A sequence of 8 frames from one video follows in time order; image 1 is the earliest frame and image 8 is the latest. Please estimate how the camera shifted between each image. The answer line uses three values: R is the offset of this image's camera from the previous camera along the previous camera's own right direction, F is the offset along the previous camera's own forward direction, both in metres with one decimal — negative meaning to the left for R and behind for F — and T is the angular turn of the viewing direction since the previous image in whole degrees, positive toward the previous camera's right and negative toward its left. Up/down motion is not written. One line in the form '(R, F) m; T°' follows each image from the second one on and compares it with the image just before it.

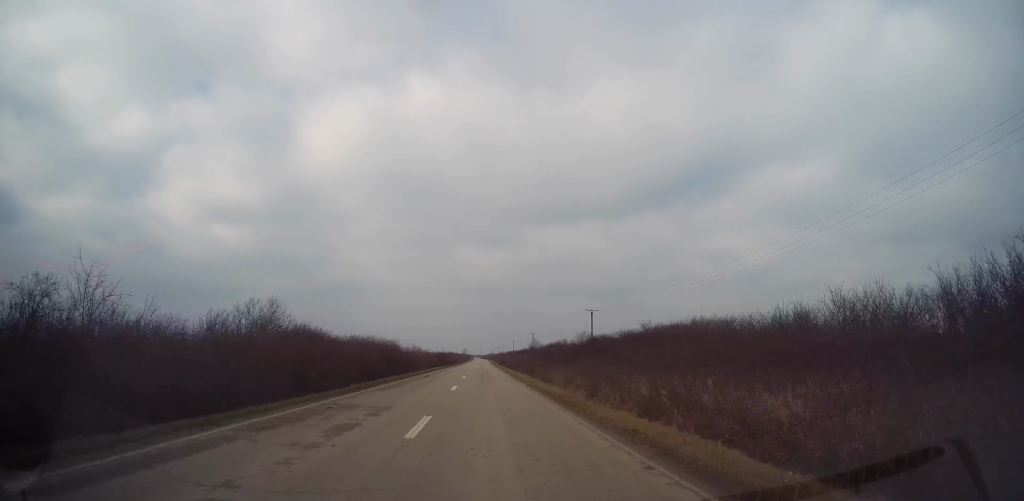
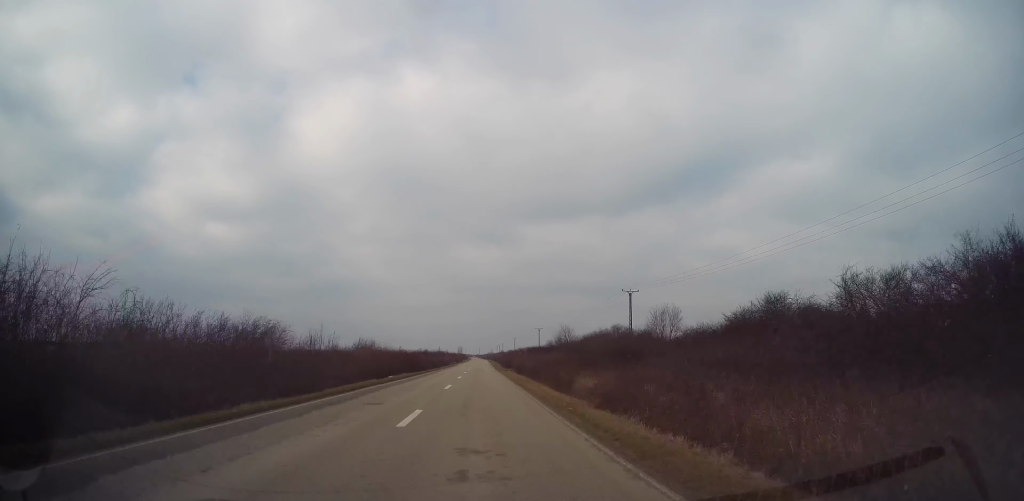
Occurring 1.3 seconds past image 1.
(+0.2, +34.1) m; +1°
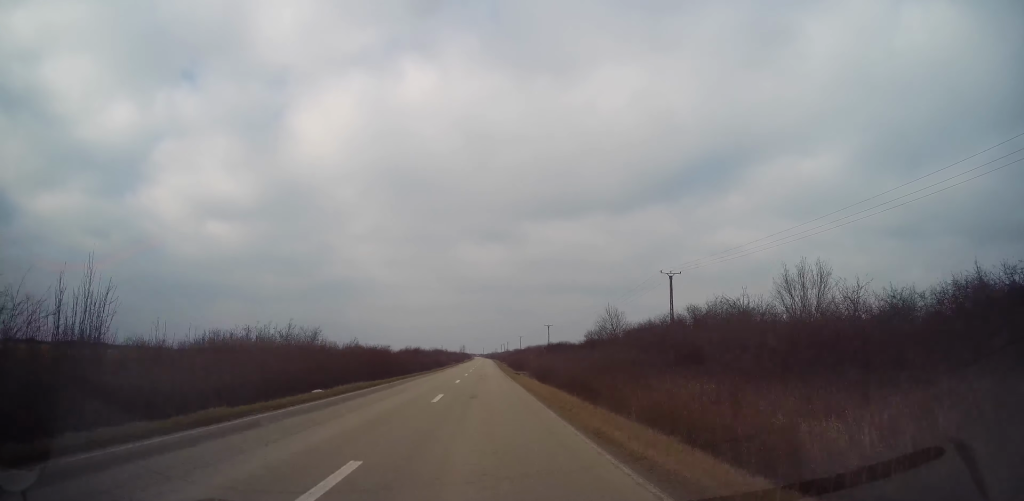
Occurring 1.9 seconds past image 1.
(+0.1, +17.9) m; 0°
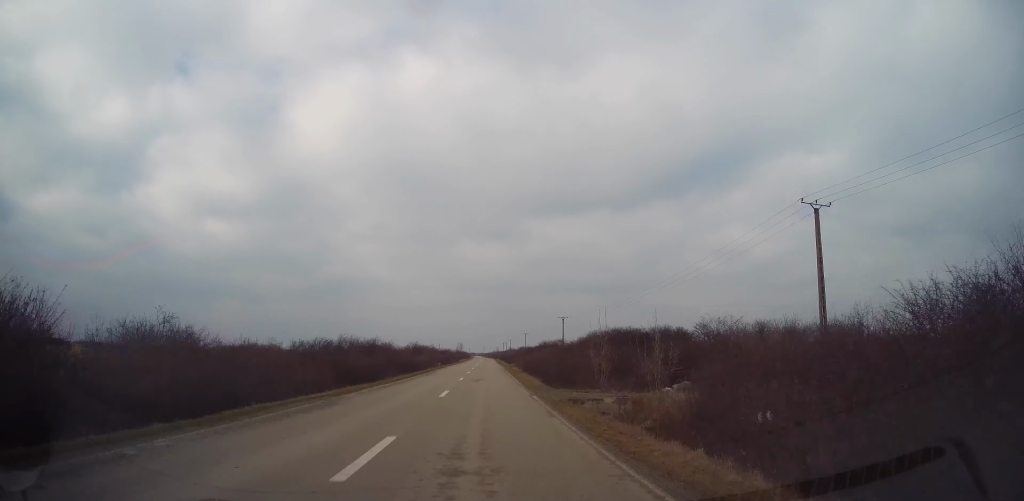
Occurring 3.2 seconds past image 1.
(-0.1, +33.0) m; 0°
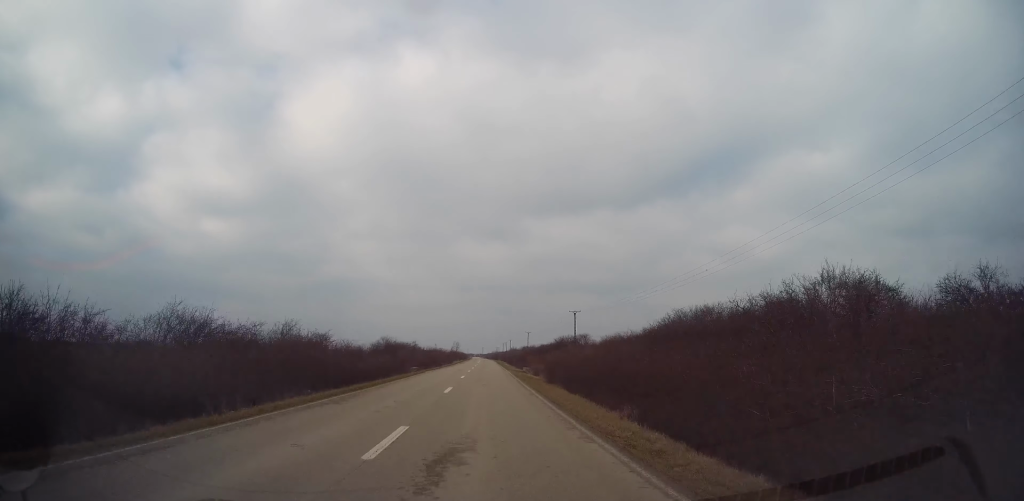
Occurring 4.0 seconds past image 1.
(0.0, +22.4) m; 0°
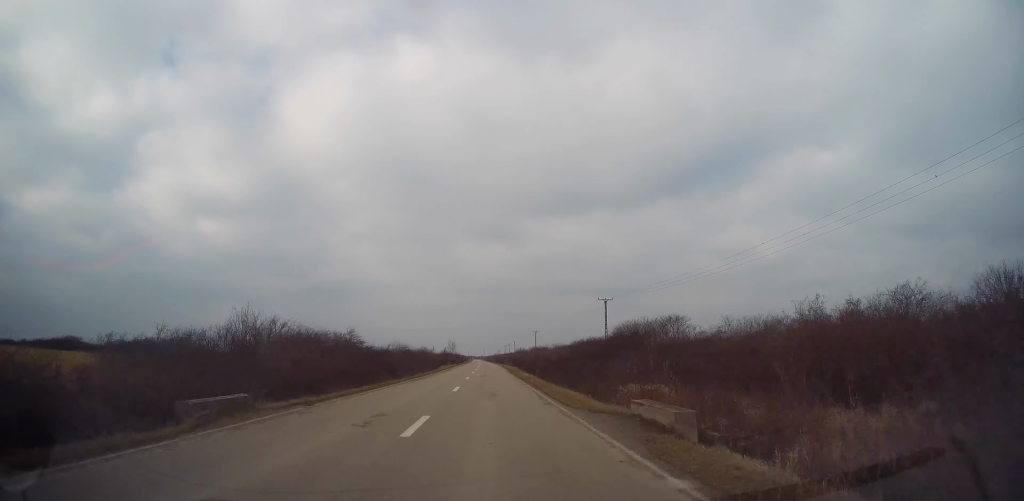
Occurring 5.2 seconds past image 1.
(-0.1, +33.2) m; 0°
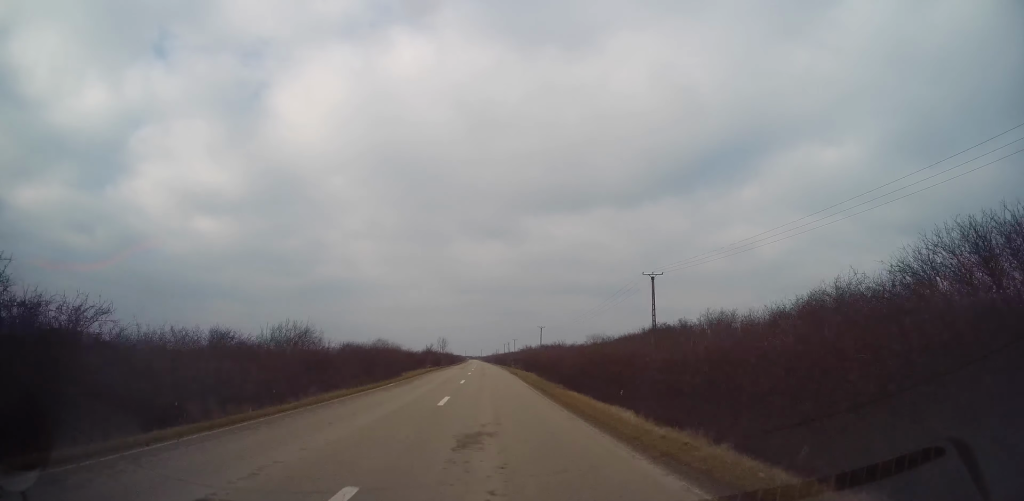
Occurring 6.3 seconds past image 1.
(+0.1, +29.8) m; 0°
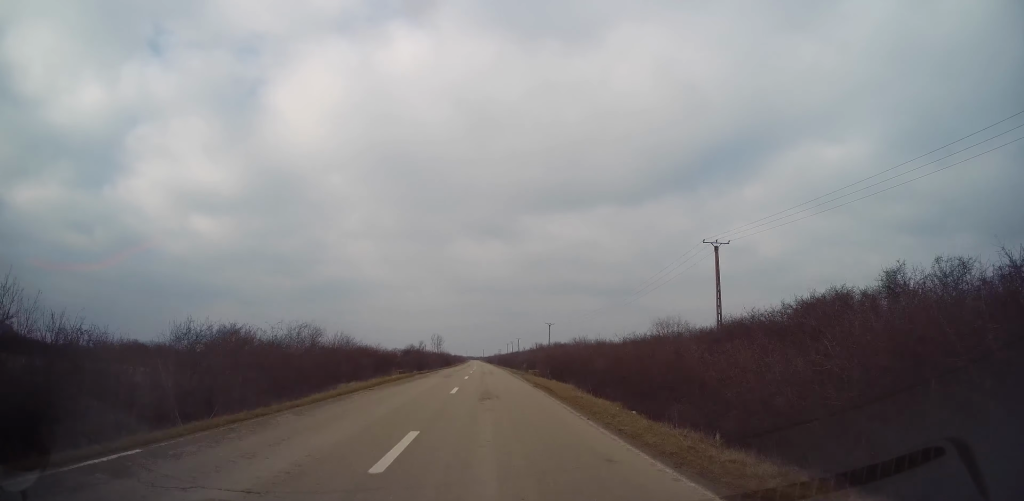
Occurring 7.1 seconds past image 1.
(0.0, +19.9) m; 0°
